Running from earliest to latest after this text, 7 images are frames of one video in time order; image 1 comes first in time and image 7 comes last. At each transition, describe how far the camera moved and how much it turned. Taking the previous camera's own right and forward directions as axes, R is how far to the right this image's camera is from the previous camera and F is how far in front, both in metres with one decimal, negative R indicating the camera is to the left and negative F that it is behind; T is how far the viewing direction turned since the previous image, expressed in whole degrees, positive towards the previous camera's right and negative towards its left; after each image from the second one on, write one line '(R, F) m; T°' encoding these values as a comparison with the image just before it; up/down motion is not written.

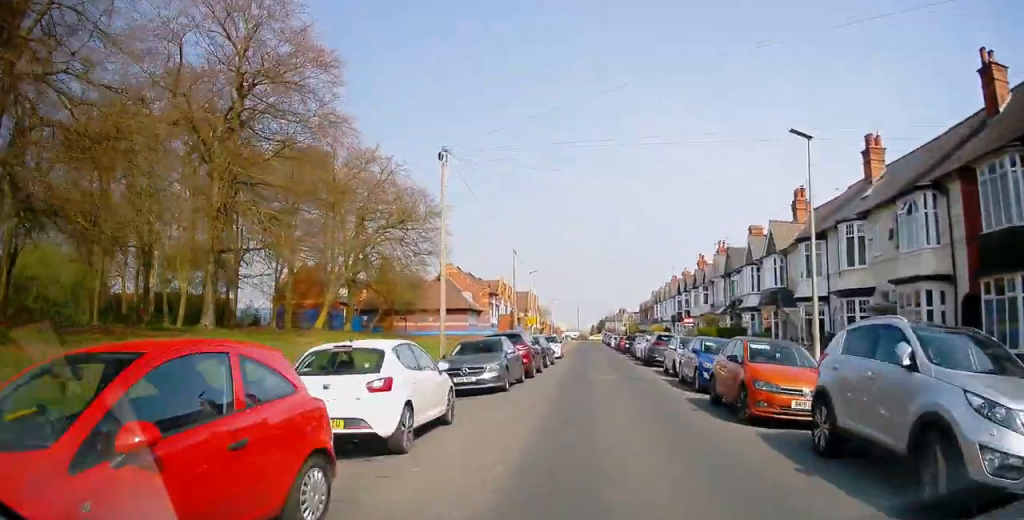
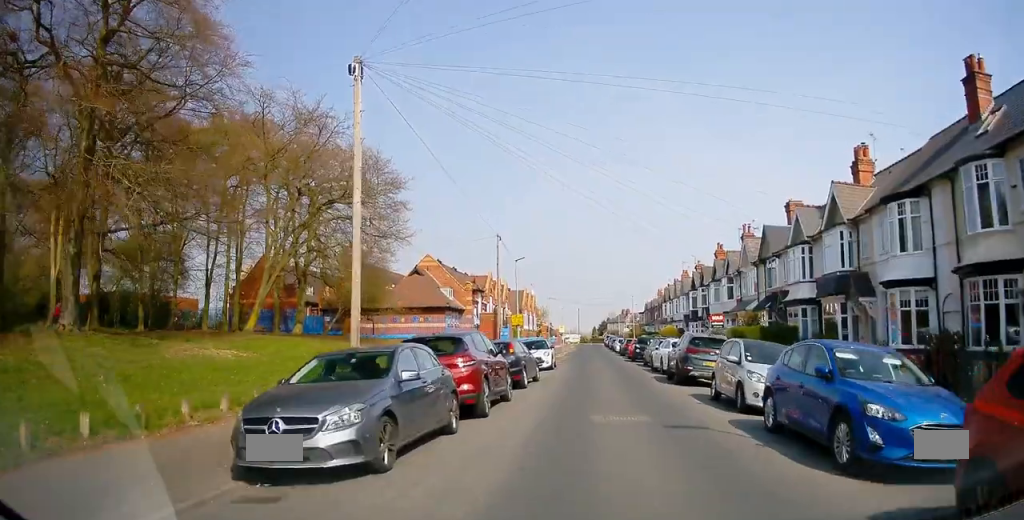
(0.0, +9.0) m; +1°
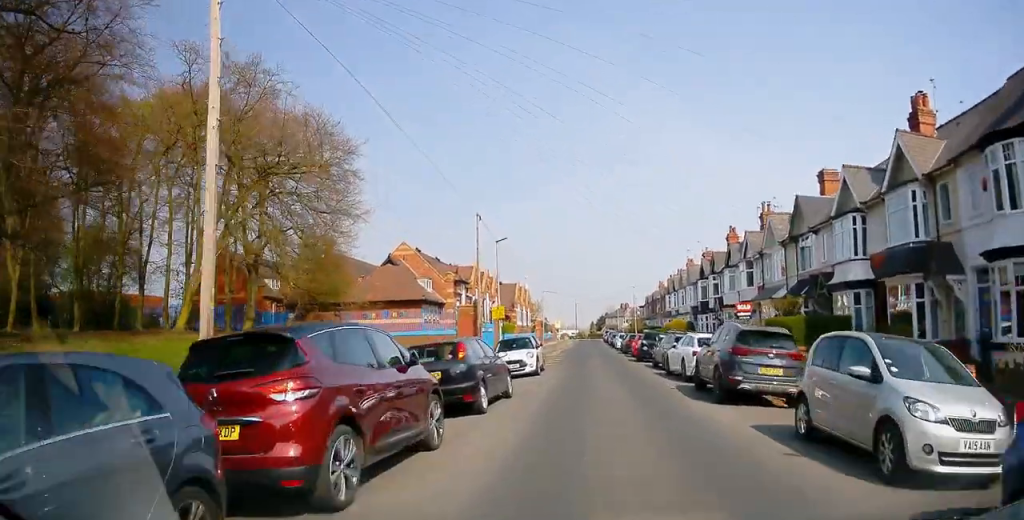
(0.0, +6.0) m; +1°
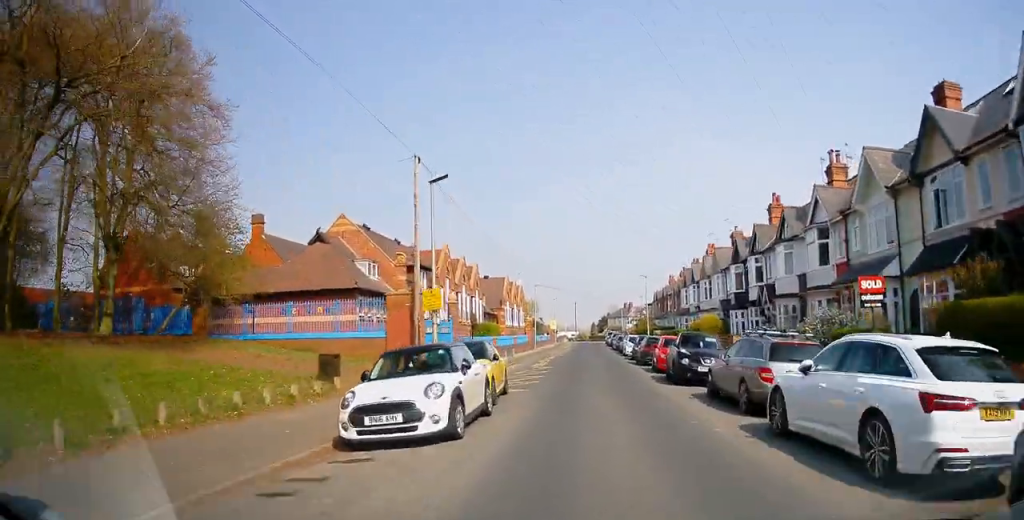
(+0.1, +12.0) m; -1°
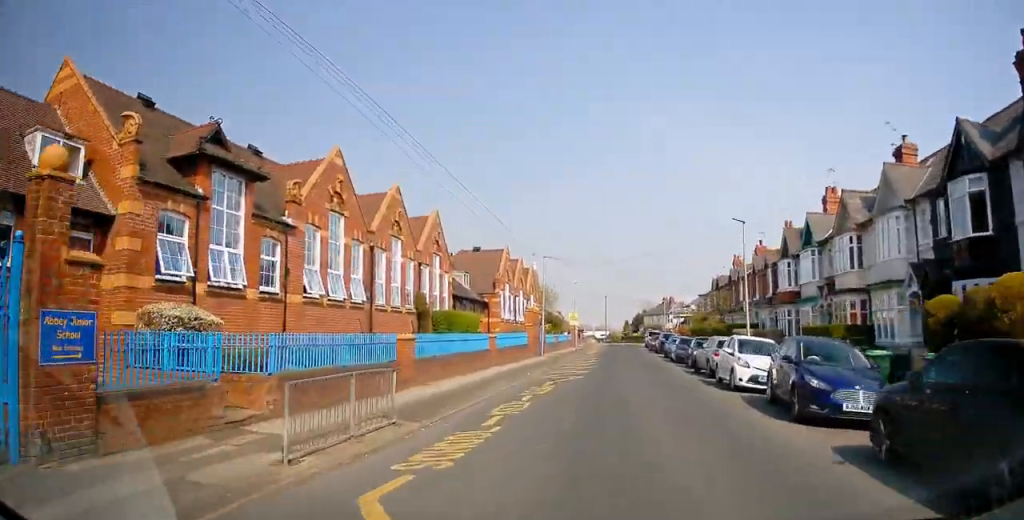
(-0.9, +24.6) m; -3°
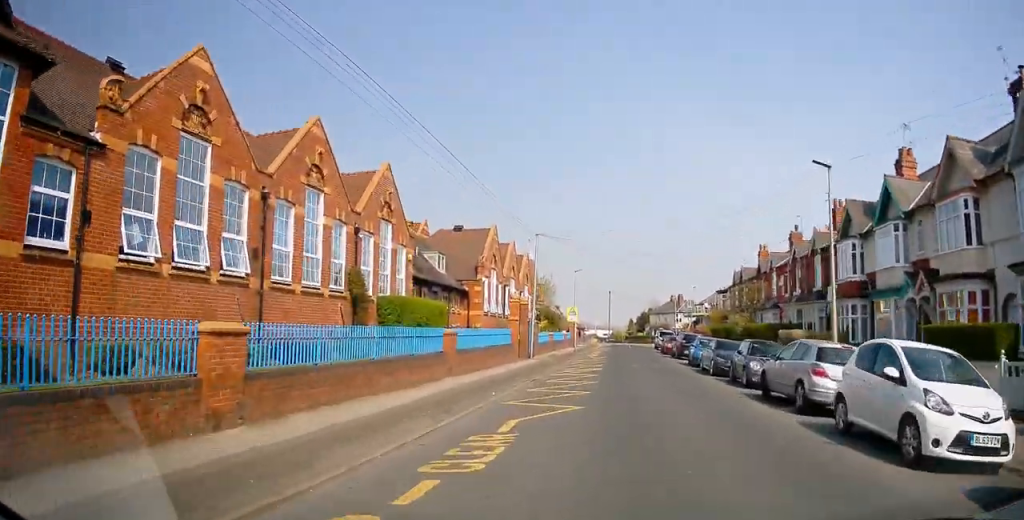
(0.0, +9.2) m; +1°
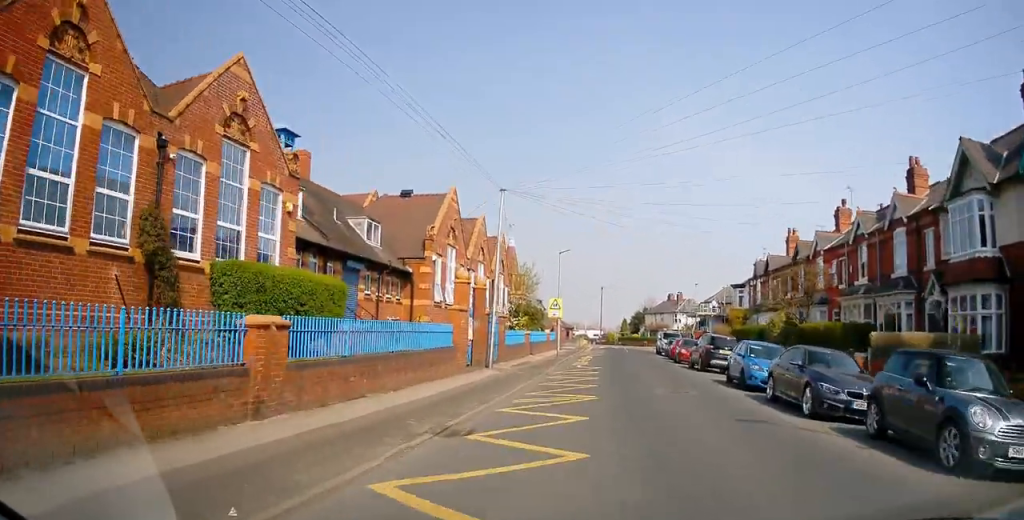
(+0.1, +10.7) m; +1°
